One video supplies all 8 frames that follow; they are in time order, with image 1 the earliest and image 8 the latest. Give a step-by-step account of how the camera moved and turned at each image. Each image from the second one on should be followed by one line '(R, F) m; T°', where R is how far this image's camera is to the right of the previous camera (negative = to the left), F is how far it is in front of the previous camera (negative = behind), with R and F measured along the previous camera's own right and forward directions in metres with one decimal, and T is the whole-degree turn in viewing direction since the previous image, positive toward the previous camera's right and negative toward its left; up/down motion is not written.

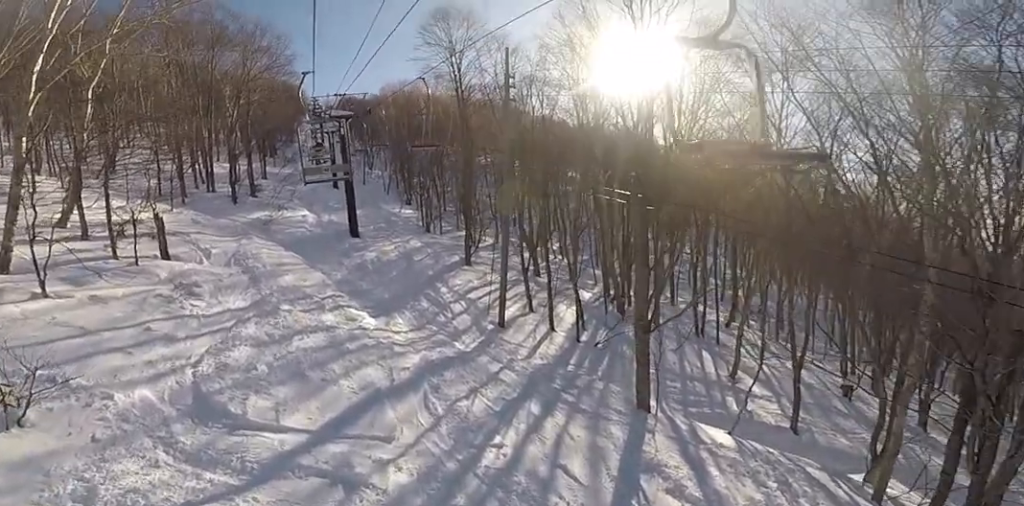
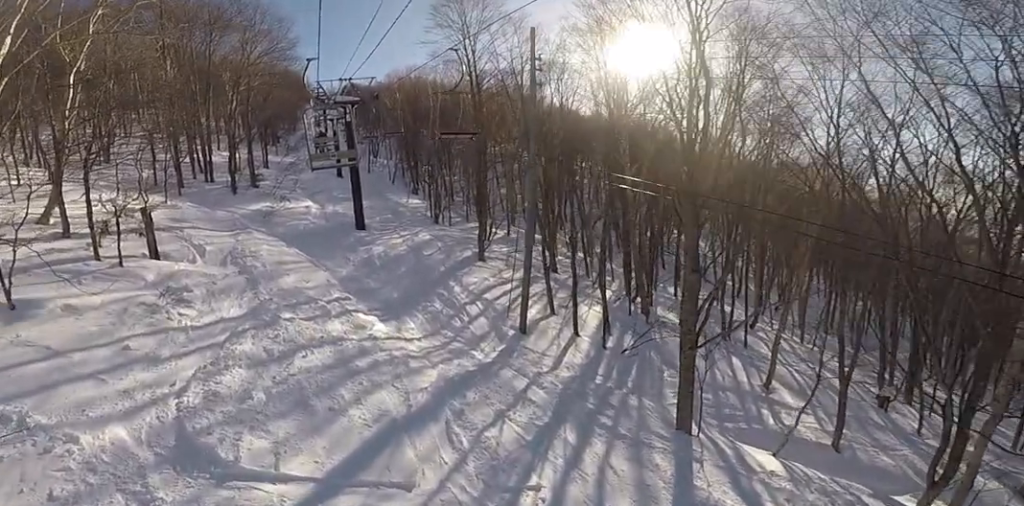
(0.0, +1.6) m; 0°
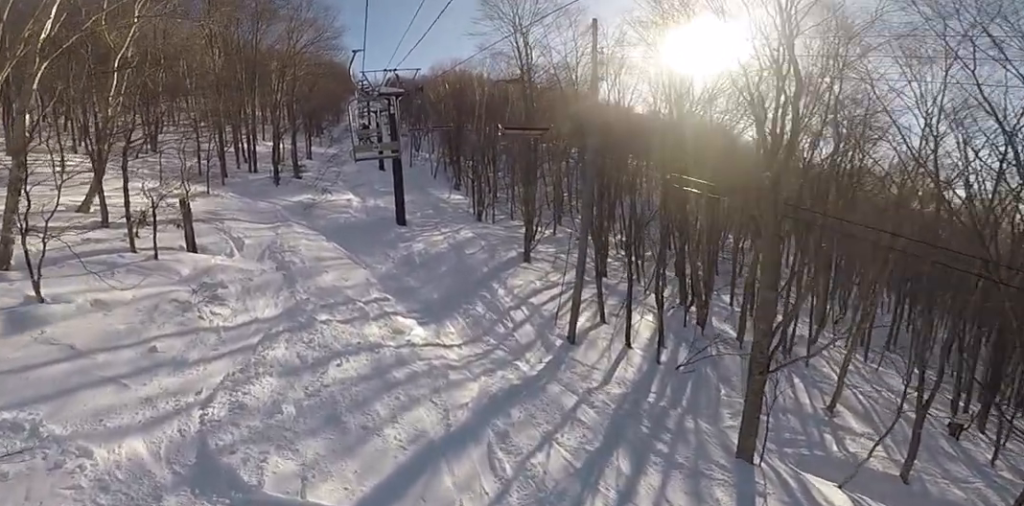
(0.0, +0.8) m; 0°
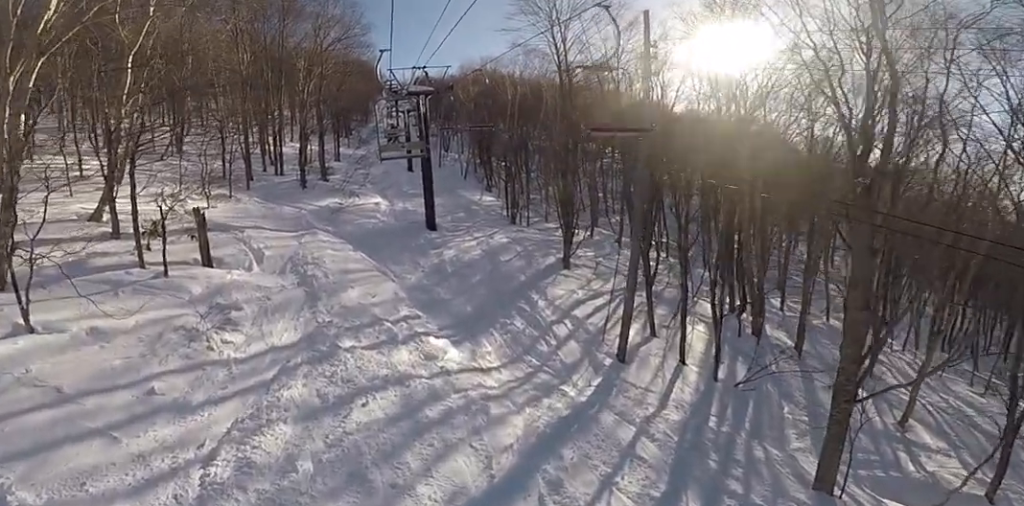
(0.0, +1.4) m; 0°
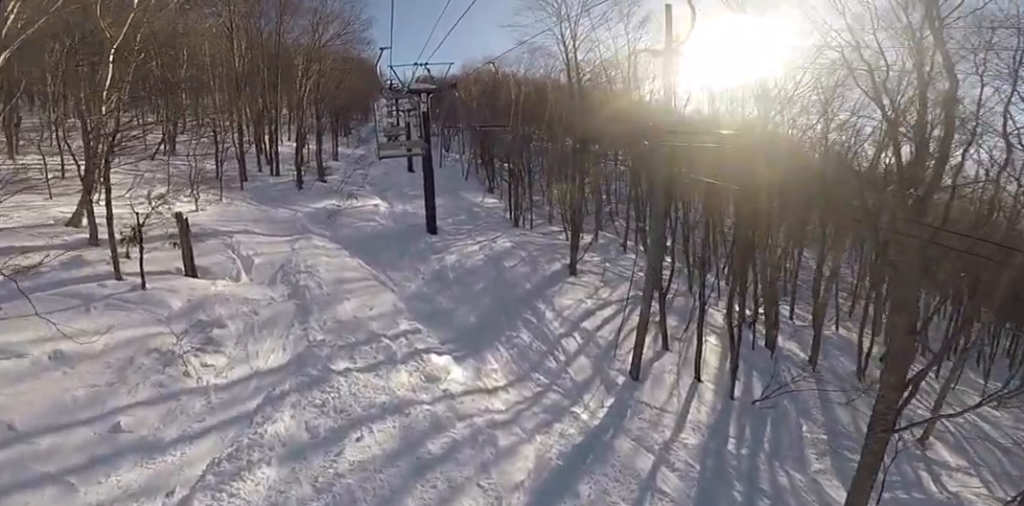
(0.0, +1.0) m; 0°
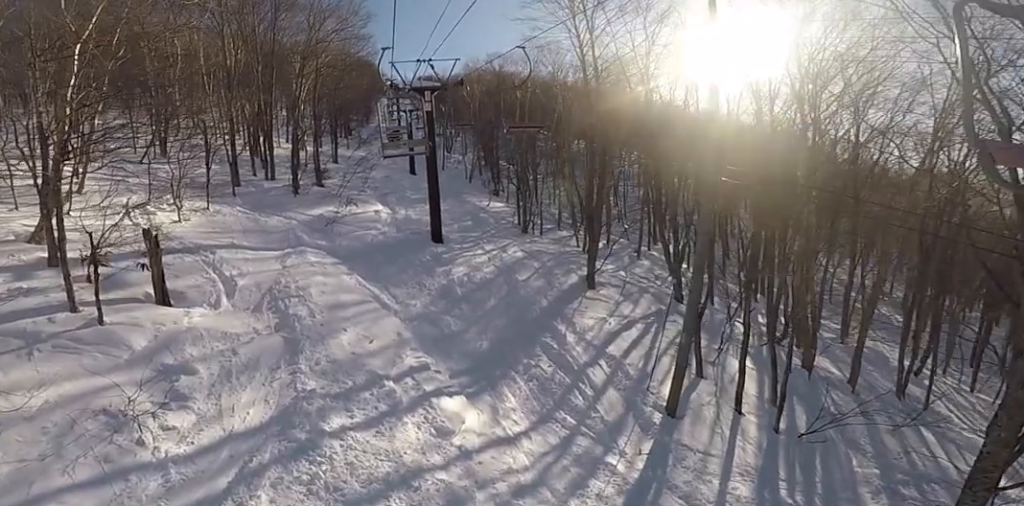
(0.0, +2.0) m; 0°
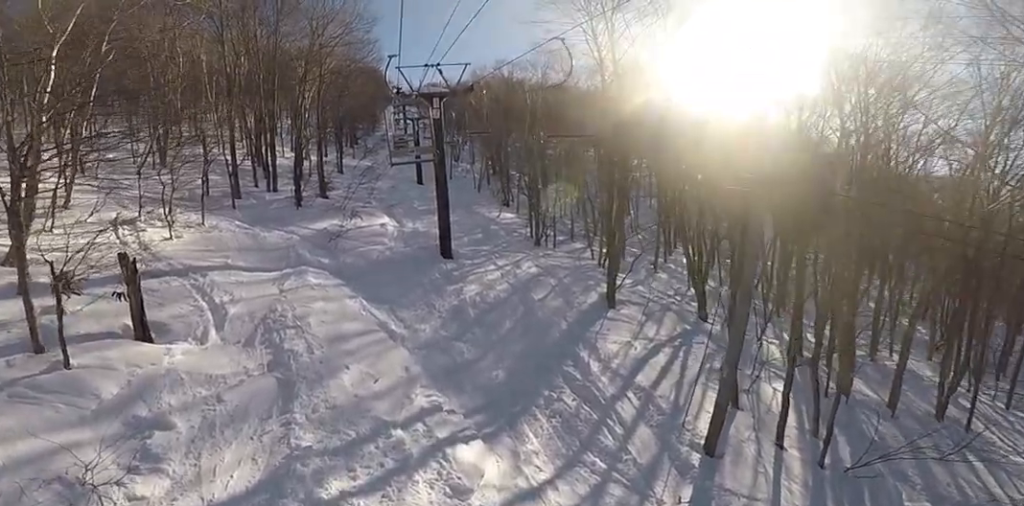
(0.0, +1.4) m; 0°
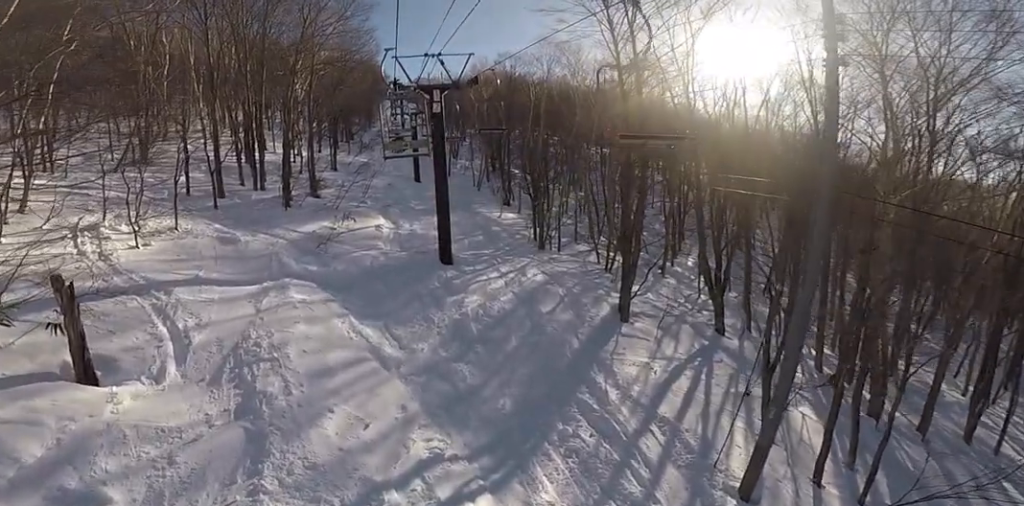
(0.0, +1.7) m; 0°
